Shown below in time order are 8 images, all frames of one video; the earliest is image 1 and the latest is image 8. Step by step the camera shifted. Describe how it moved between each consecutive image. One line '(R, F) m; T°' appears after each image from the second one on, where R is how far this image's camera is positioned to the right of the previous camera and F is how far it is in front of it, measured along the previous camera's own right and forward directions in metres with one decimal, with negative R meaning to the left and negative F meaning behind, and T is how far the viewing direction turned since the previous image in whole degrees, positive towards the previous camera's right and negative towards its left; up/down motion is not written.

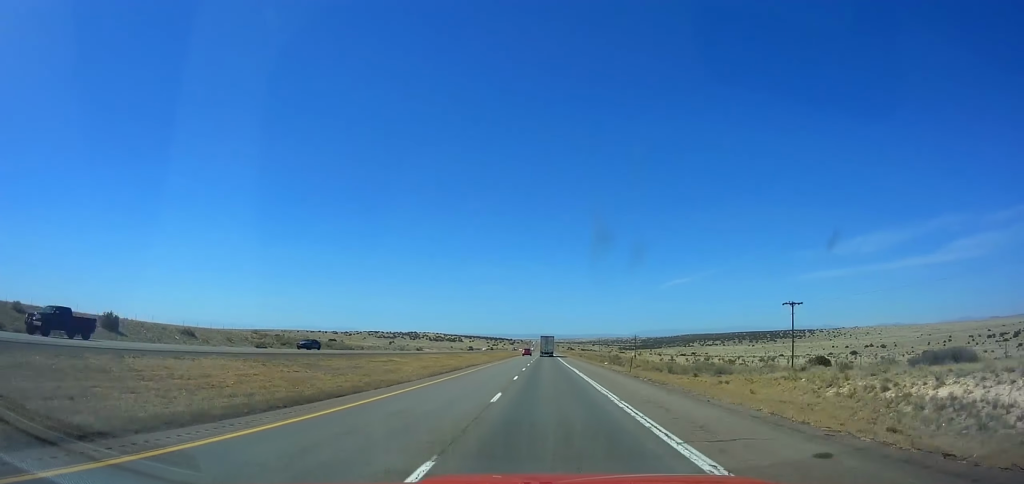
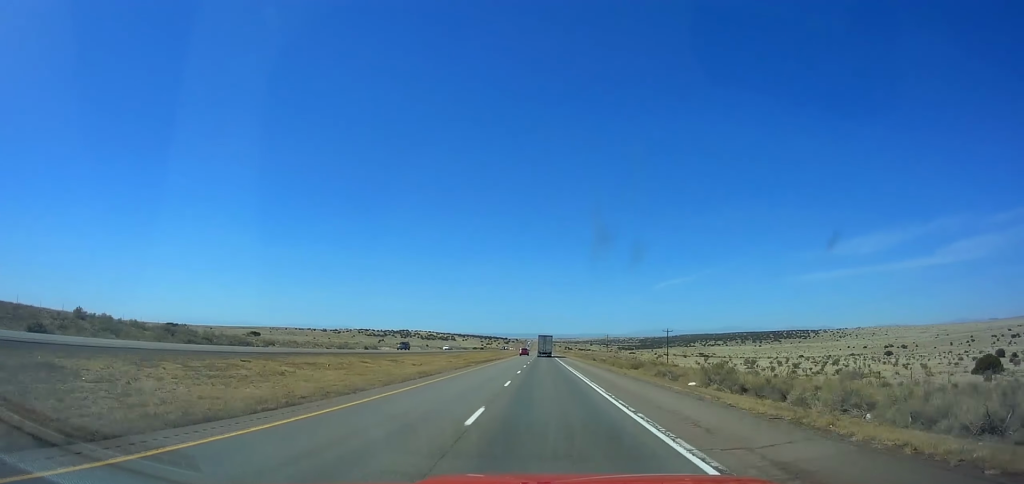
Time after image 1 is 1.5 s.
(-0.5, +53.7) m; 0°
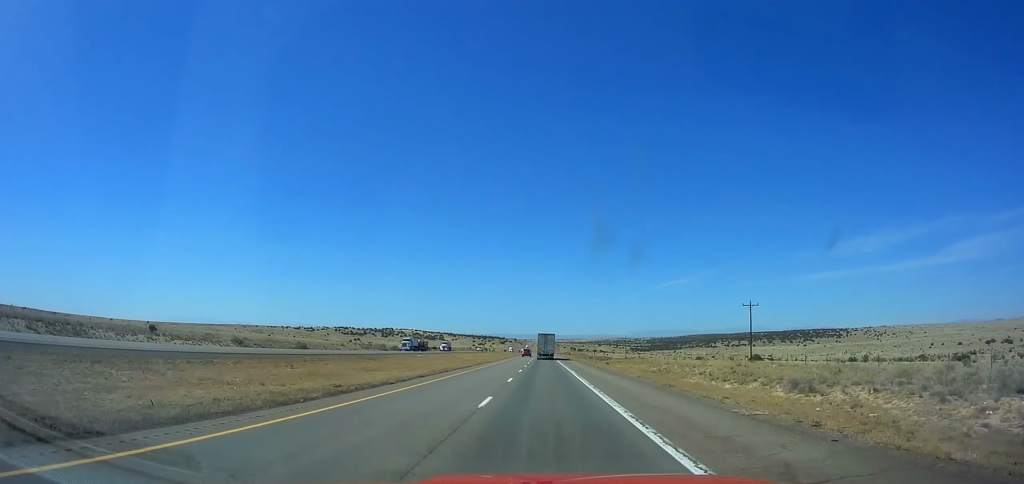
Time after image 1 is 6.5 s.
(+0.3, +178.8) m; 0°
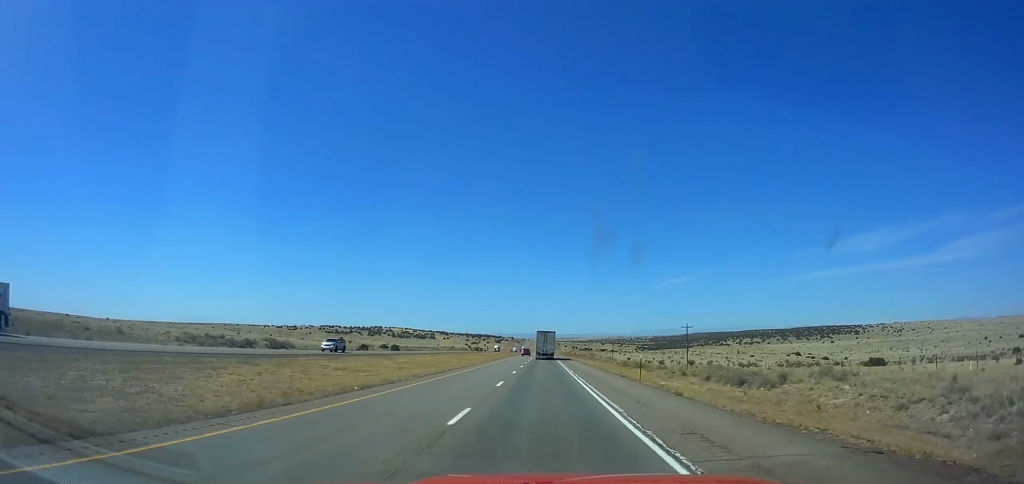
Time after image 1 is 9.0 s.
(-0.5, +89.1) m; 0°
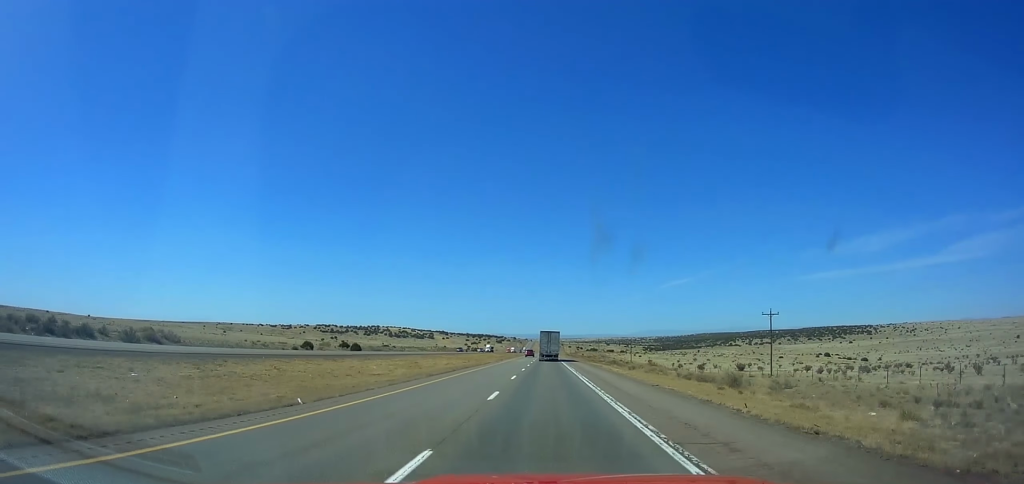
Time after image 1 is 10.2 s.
(+0.3, +42.8) m; 0°
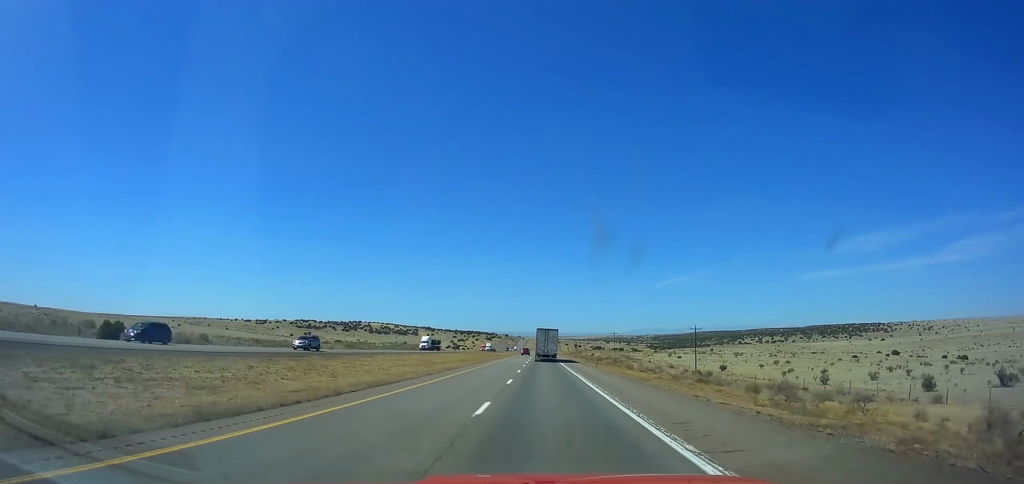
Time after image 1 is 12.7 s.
(+0.3, +89.1) m; 0°
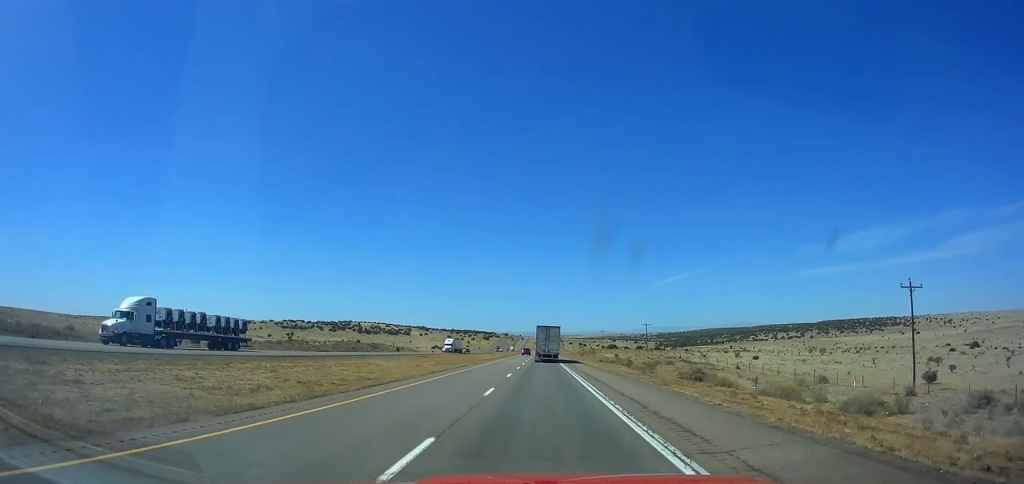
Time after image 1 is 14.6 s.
(0.0, +67.9) m; 0°
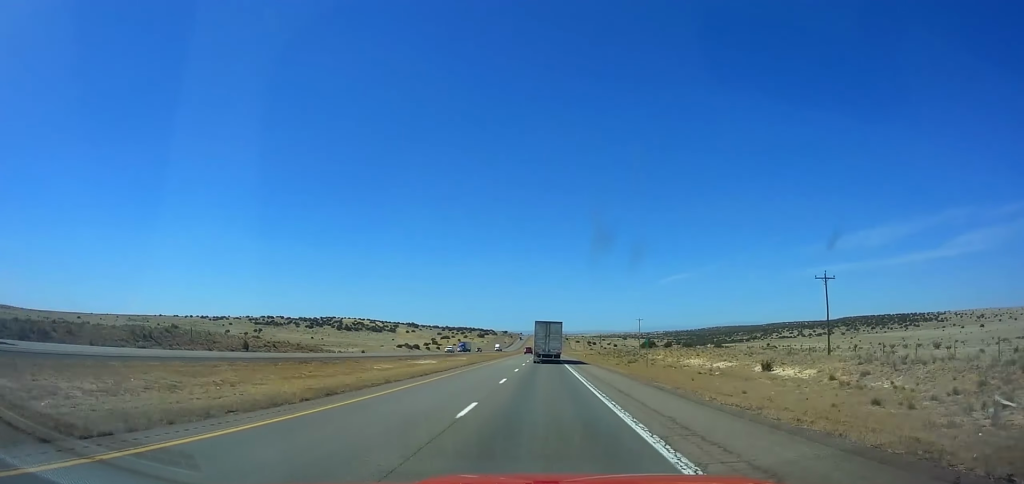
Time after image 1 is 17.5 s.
(0.0, +103.6) m; 0°
